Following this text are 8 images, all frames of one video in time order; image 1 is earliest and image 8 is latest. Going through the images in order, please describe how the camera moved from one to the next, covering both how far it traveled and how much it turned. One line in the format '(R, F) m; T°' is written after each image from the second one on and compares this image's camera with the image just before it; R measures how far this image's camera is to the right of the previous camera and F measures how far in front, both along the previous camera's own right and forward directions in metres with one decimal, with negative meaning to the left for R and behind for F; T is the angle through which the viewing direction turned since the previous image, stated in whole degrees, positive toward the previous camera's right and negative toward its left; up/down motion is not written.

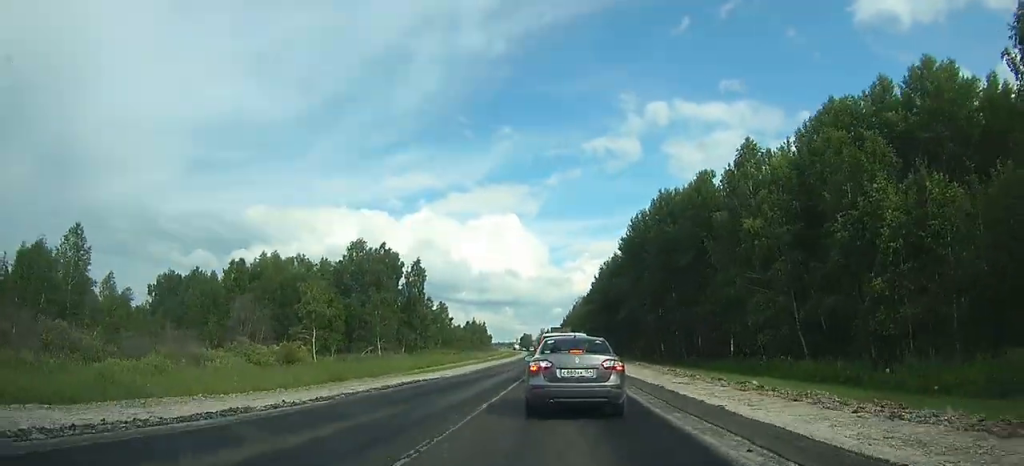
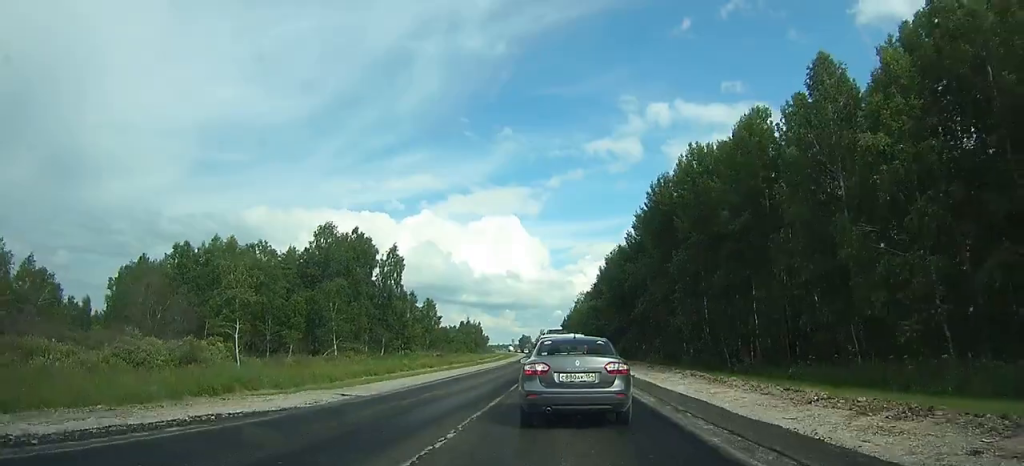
(-0.2, +18.6) m; -2°
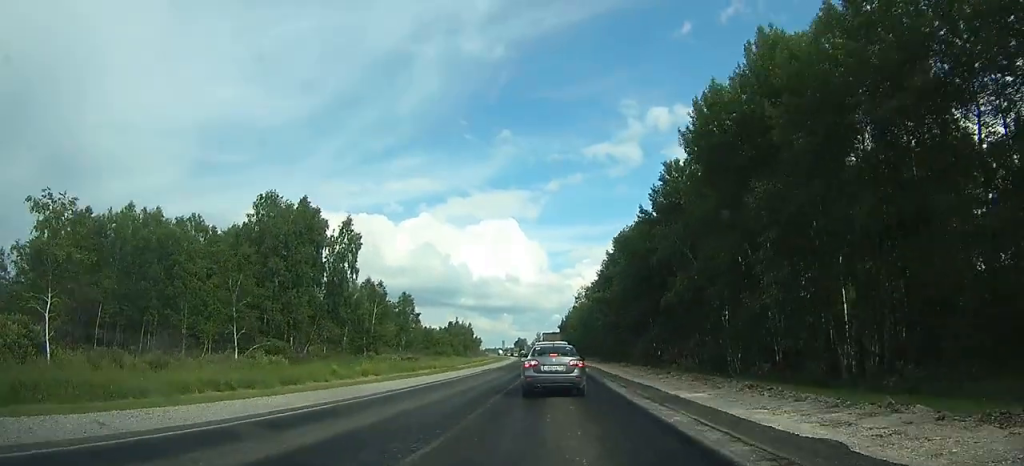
(-0.5, +22.5) m; -3°
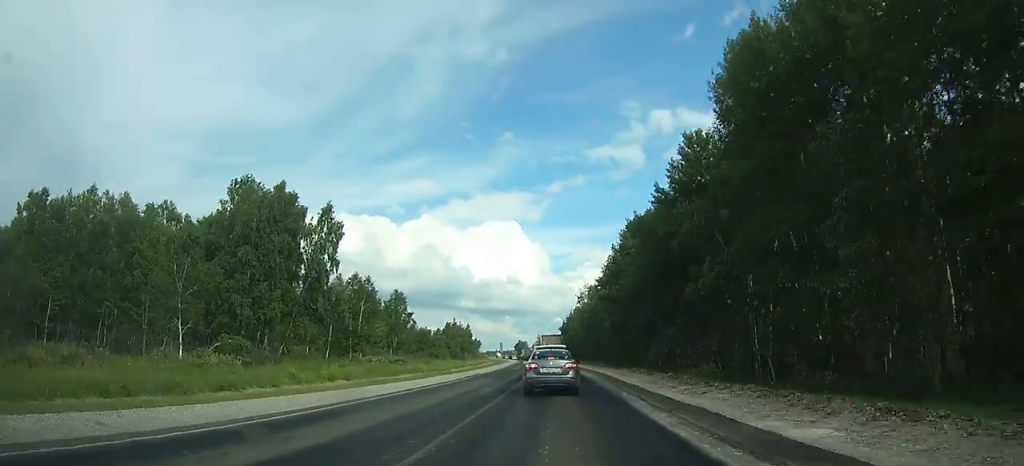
(-0.1, +6.0) m; 0°
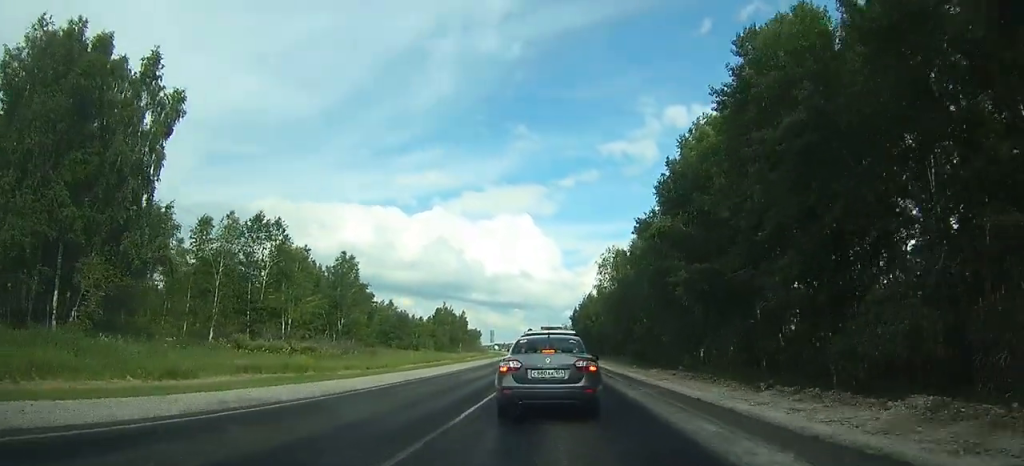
(+0.4, +24.8) m; +6°
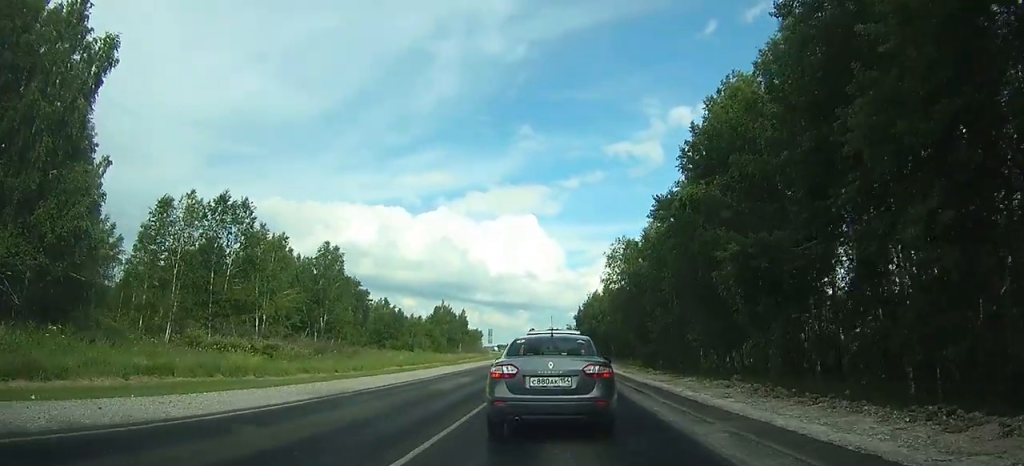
(+0.6, +9.1) m; +2°
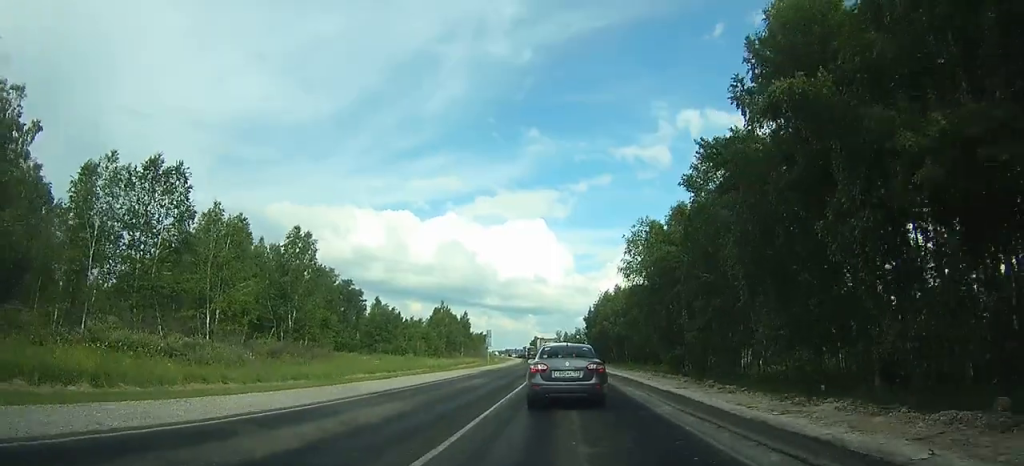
(-0.6, +18.7) m; -4°
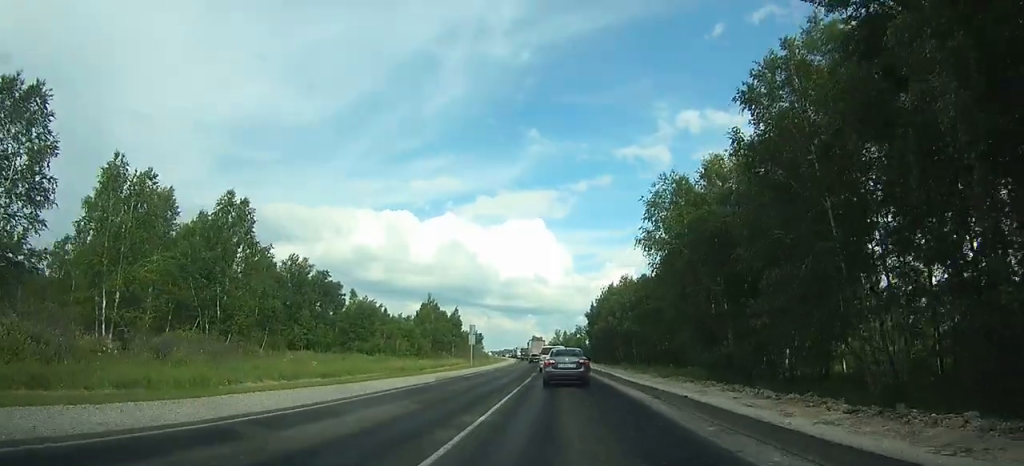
(-0.5, +17.2) m; -3°
